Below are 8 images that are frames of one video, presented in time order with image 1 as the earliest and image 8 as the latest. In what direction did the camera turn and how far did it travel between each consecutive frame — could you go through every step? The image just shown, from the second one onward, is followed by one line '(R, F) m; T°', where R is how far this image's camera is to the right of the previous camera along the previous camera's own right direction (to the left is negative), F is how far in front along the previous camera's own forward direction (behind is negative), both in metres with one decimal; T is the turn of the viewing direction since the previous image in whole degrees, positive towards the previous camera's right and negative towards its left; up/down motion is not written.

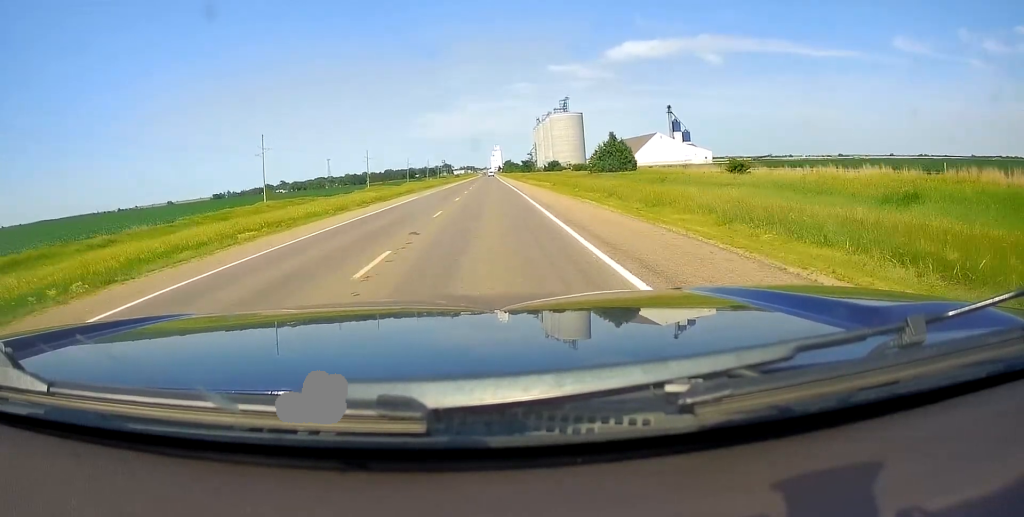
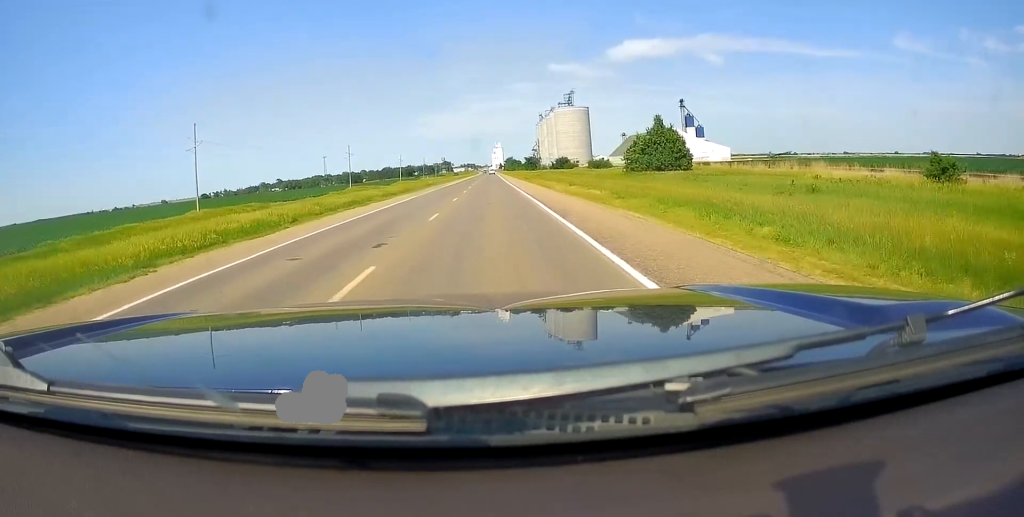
(-0.4, +27.0) m; 0°
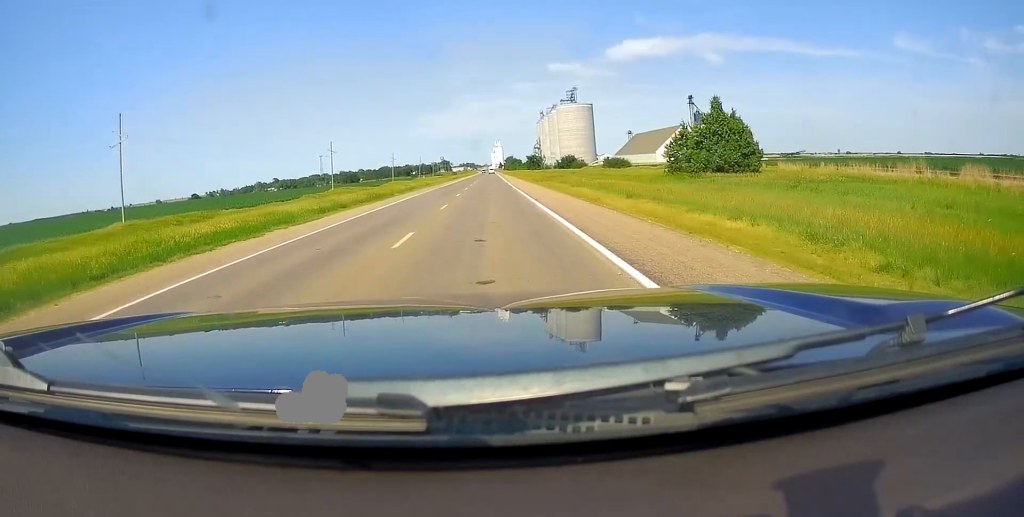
(+0.2, +19.3) m; 0°
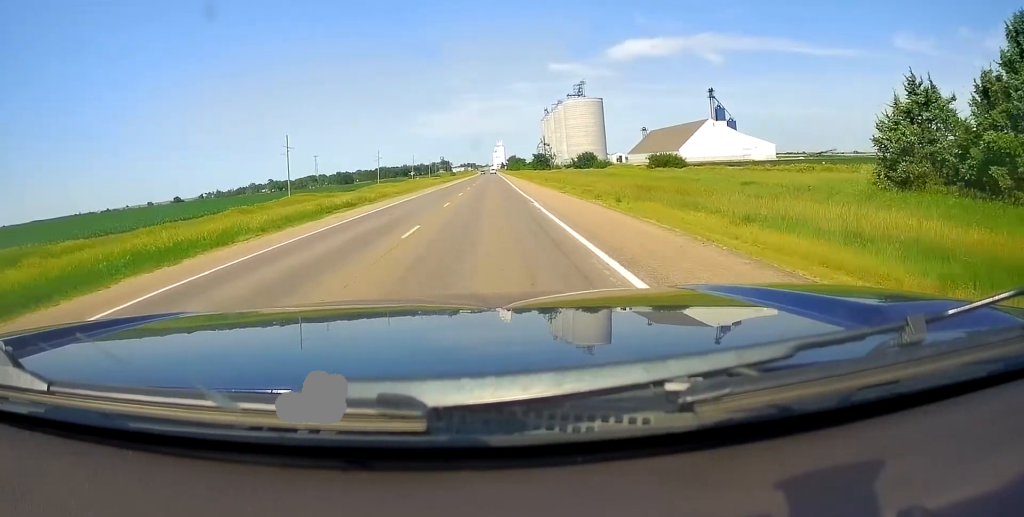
(-0.1, +35.7) m; -1°
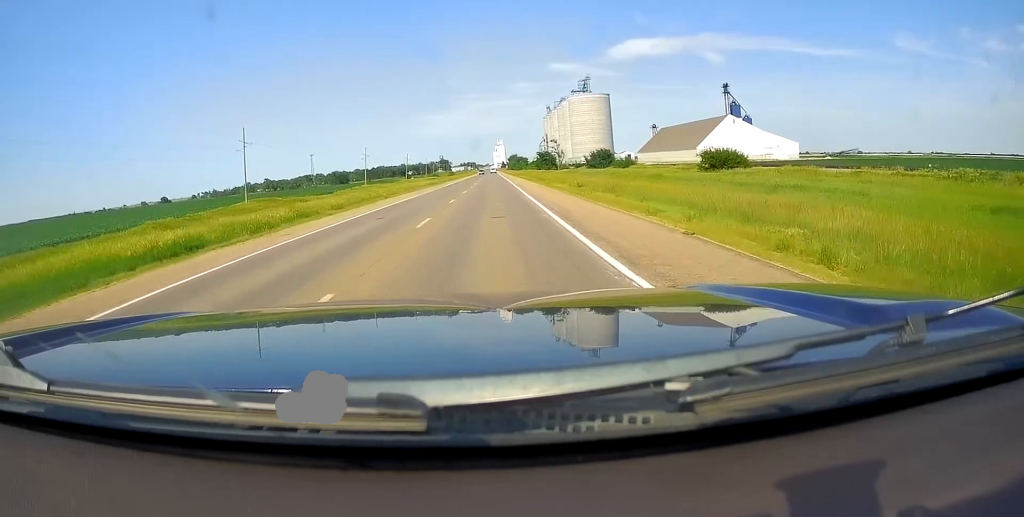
(-0.1, +22.8) m; 0°
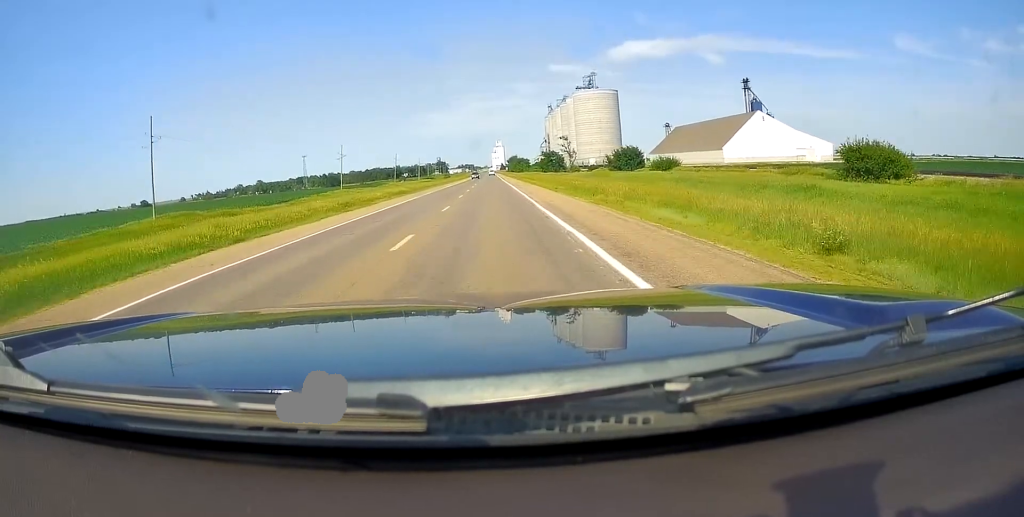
(0.0, +29.6) m; 0°
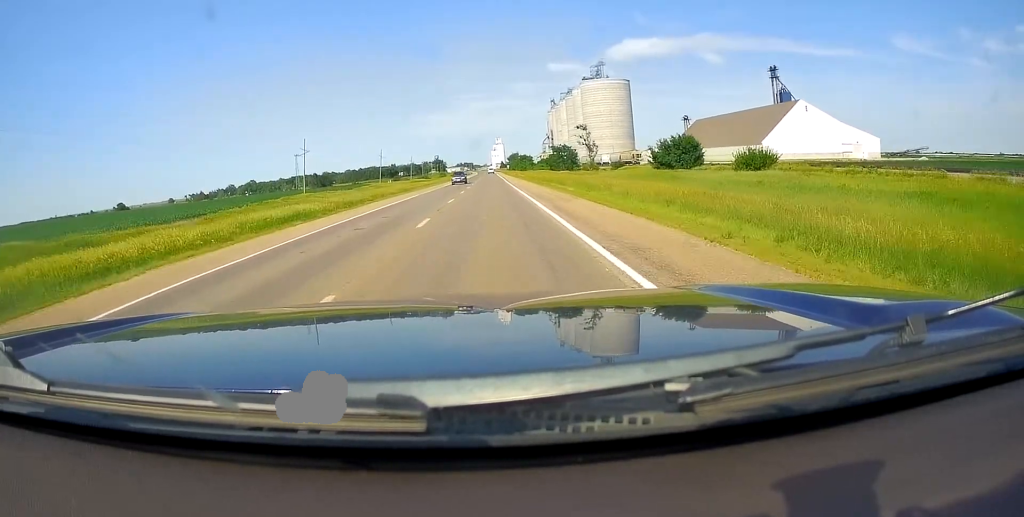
(+0.2, +32.6) m; +1°
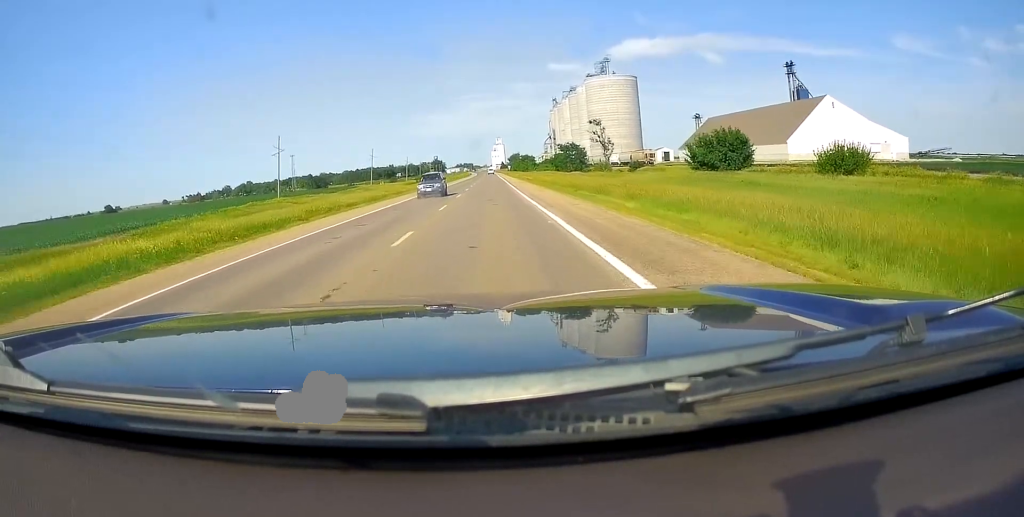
(+0.1, +16.4) m; +1°
